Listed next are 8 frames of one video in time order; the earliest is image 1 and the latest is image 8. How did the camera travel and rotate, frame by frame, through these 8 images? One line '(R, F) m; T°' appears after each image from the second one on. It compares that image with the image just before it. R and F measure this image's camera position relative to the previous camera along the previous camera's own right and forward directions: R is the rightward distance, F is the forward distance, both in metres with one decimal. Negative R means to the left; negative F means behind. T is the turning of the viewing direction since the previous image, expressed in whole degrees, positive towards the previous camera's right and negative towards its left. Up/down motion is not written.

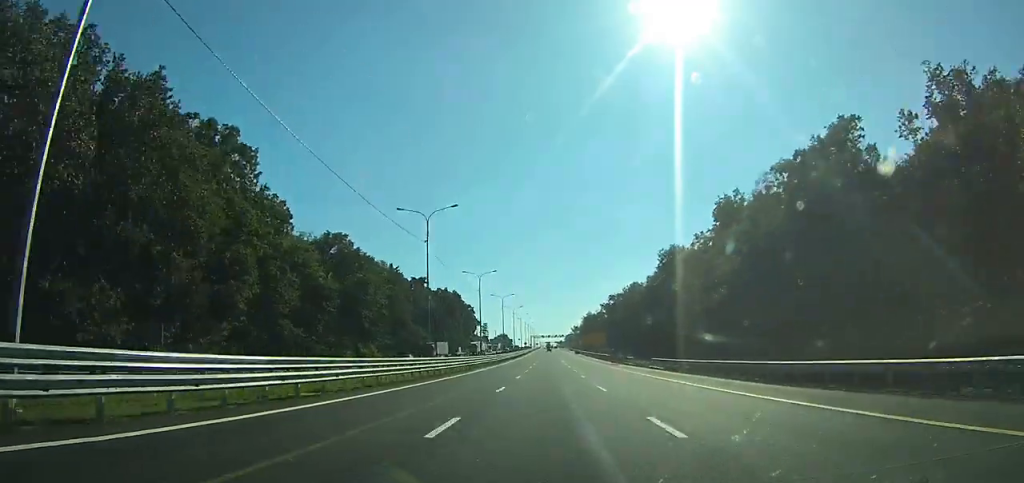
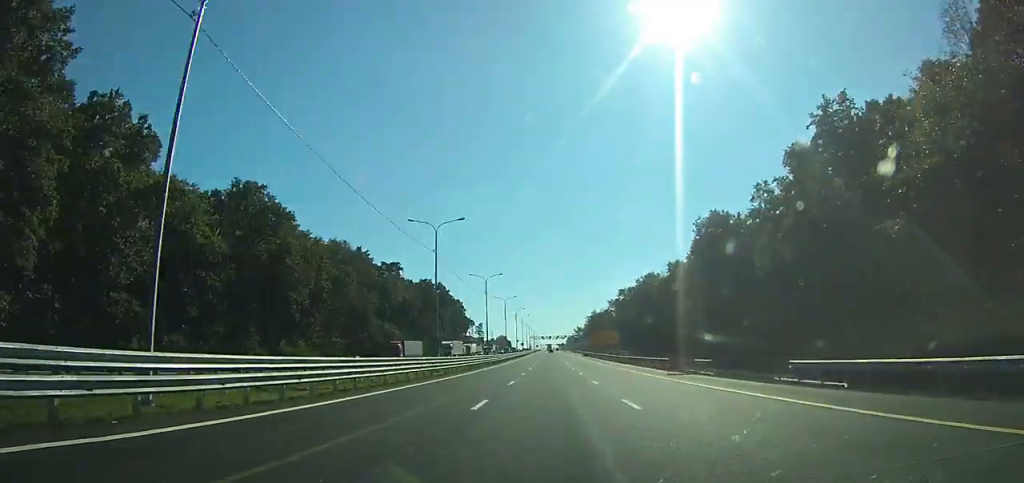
(0.0, +30.8) m; 0°
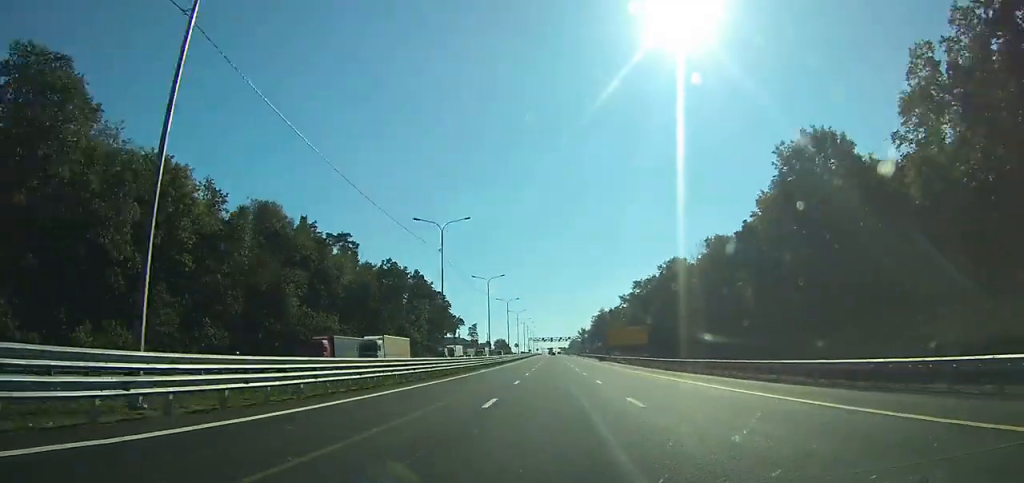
(-0.1, +34.0) m; 0°
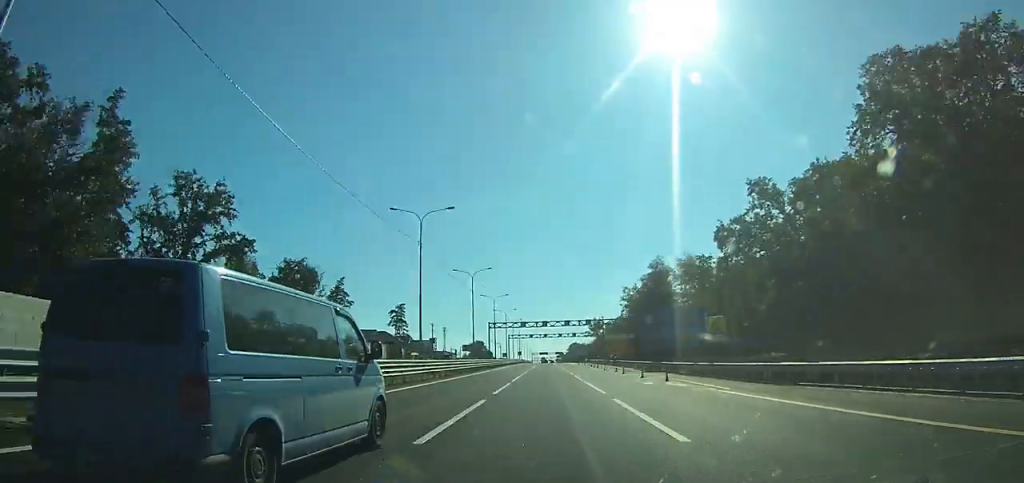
(+0.1, +142.7) m; 0°
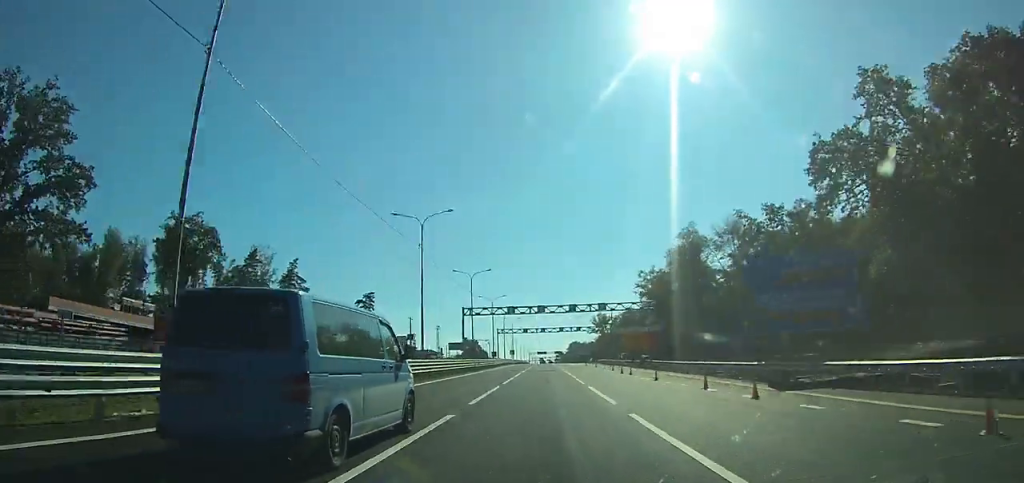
(0.0, +29.1) m; 0°
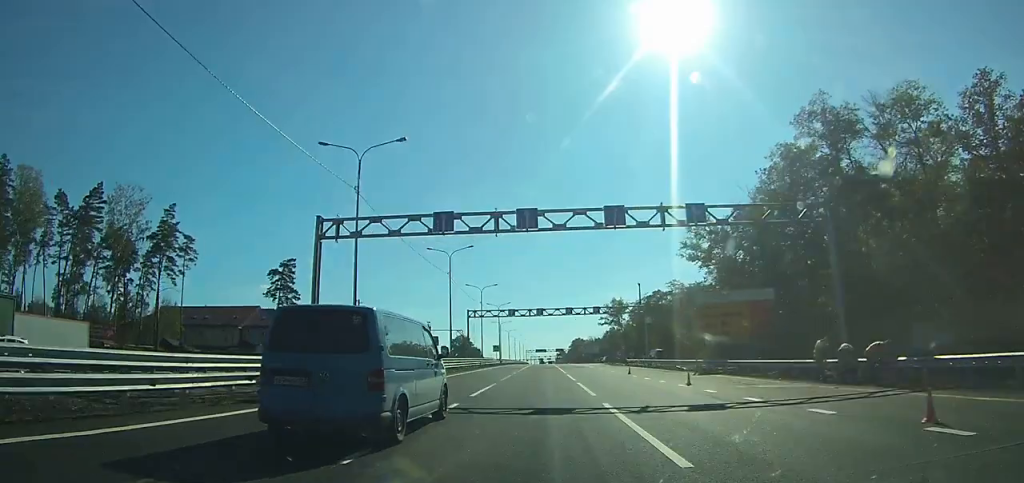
(-0.1, +45.9) m; 0°
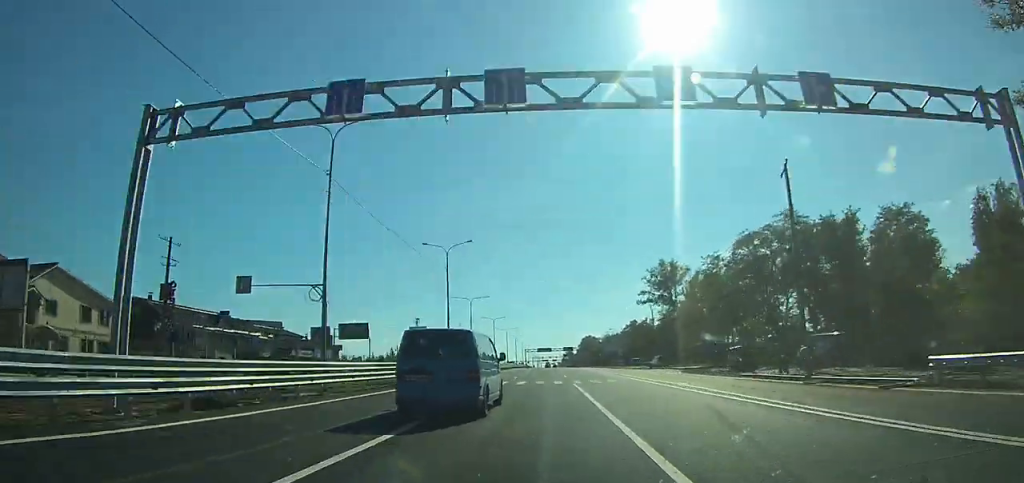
(0.0, +65.1) m; 0°
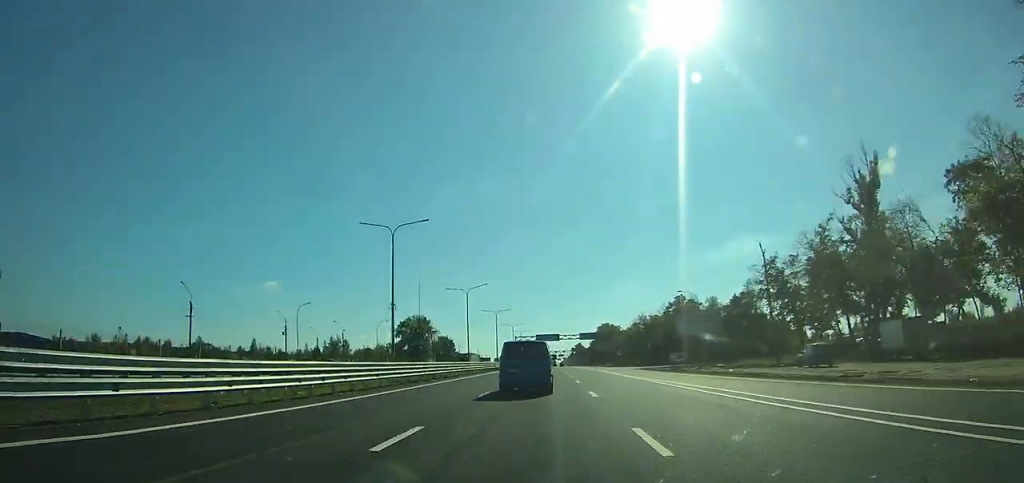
(-0.1, +81.3) m; 0°
